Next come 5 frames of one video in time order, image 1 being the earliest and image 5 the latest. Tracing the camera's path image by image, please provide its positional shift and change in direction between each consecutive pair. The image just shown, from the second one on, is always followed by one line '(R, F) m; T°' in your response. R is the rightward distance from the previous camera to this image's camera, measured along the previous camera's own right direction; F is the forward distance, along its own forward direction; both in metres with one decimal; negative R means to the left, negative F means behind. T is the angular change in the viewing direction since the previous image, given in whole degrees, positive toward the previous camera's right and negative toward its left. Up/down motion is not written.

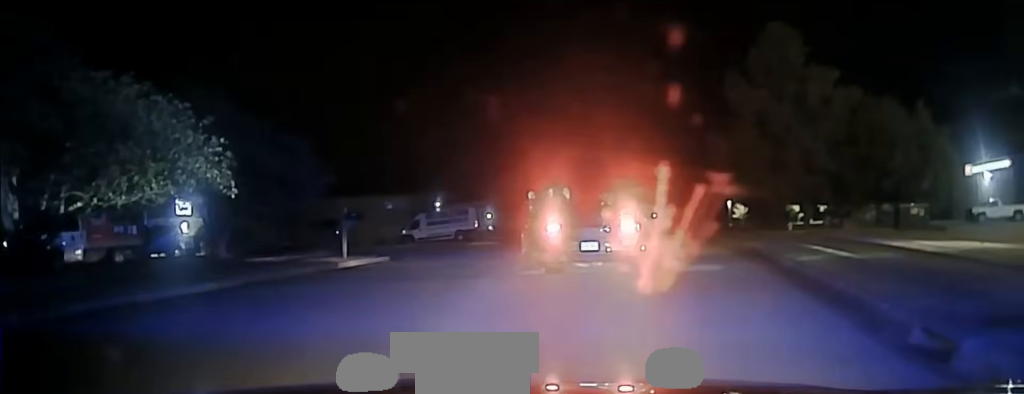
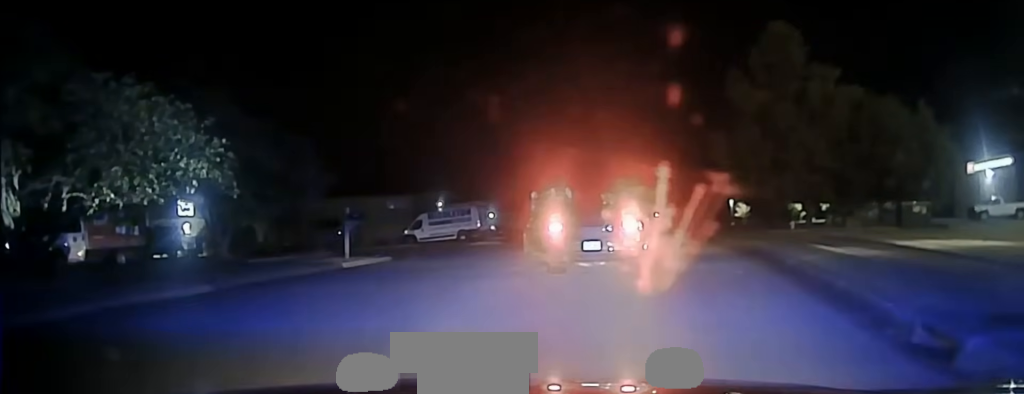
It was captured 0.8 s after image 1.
(+0.2, +0.5) m; 0°
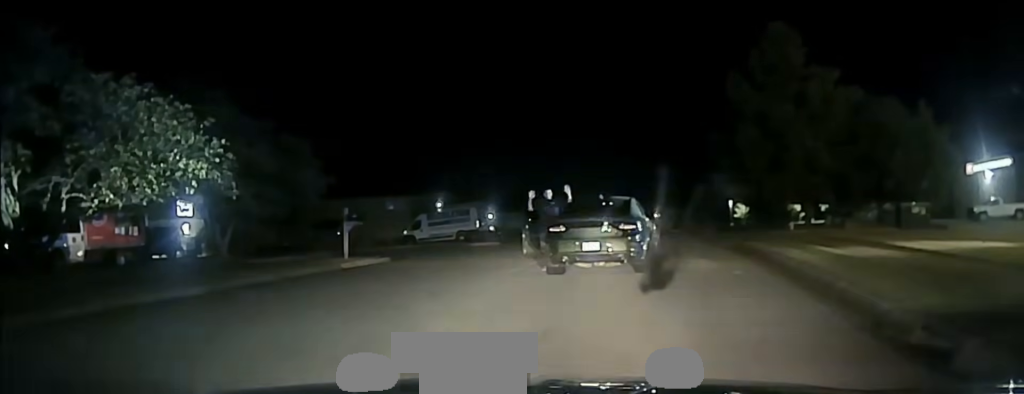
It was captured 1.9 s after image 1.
(+0.1, +0.3) m; 0°
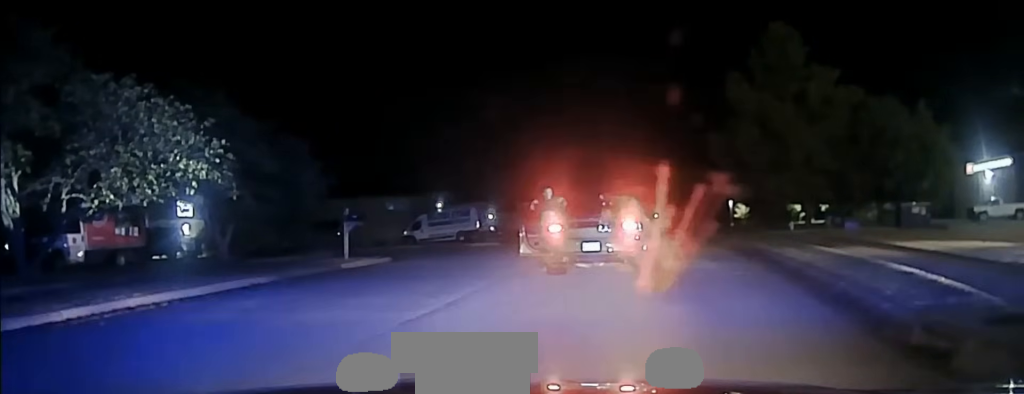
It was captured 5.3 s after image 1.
(0.0, +0.1) m; 0°
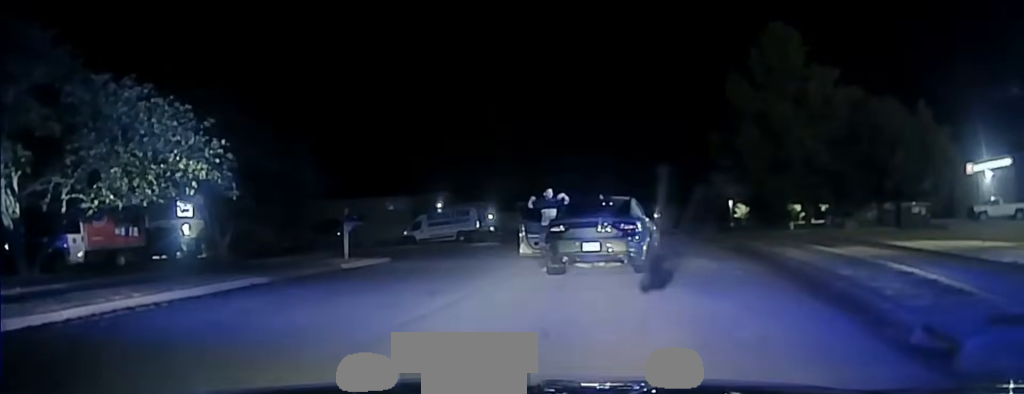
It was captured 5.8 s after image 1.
(0.0, 0.0) m; 0°
